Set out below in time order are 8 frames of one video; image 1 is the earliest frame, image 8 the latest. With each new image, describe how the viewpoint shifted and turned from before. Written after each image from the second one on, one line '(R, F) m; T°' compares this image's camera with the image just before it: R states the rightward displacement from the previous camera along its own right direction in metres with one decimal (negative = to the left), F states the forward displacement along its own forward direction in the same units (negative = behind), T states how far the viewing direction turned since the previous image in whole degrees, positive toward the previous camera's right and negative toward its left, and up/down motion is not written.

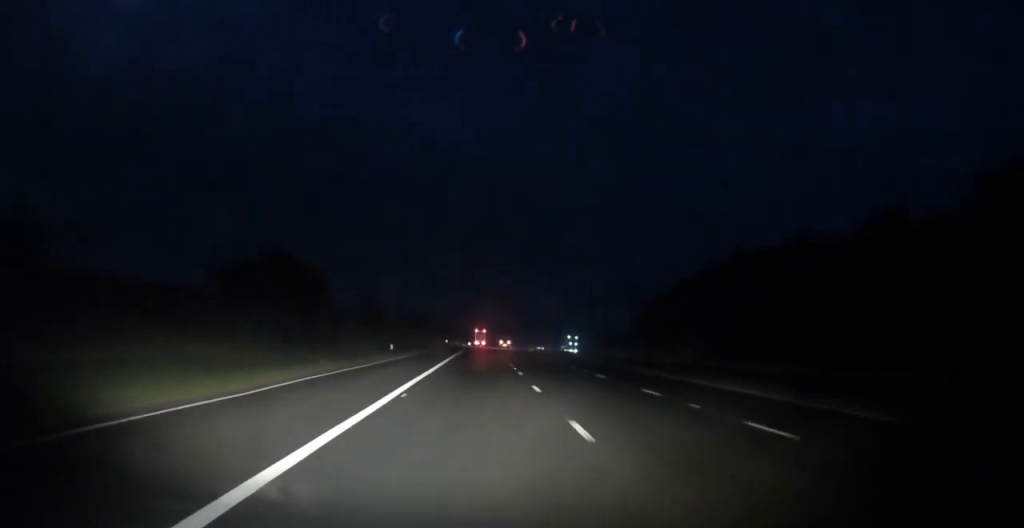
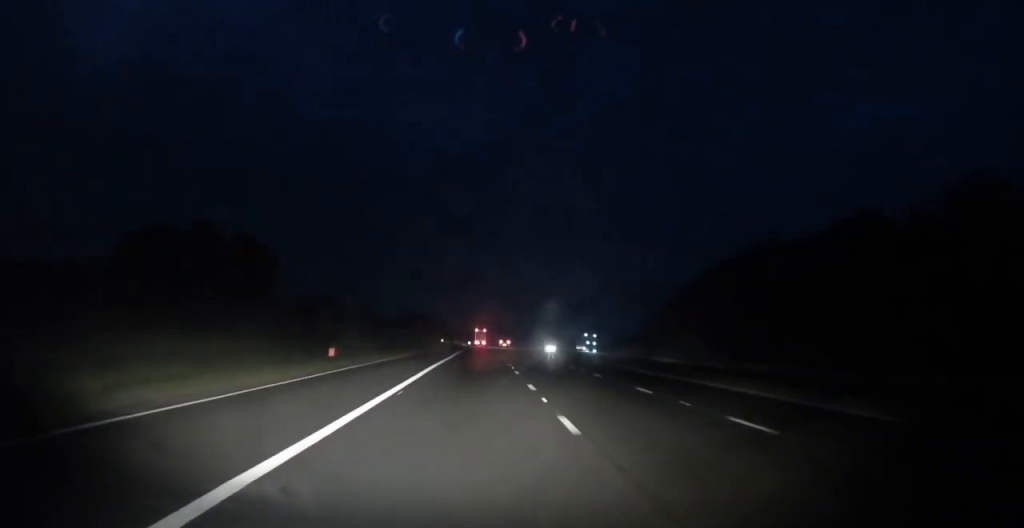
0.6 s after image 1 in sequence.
(+0.1, +16.8) m; 0°
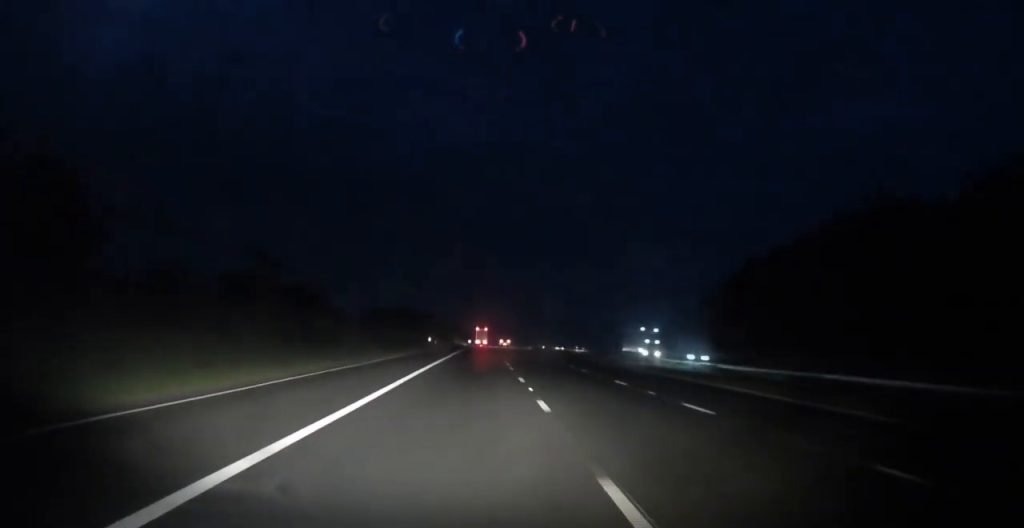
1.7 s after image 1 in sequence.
(+0.1, +31.9) m; 0°
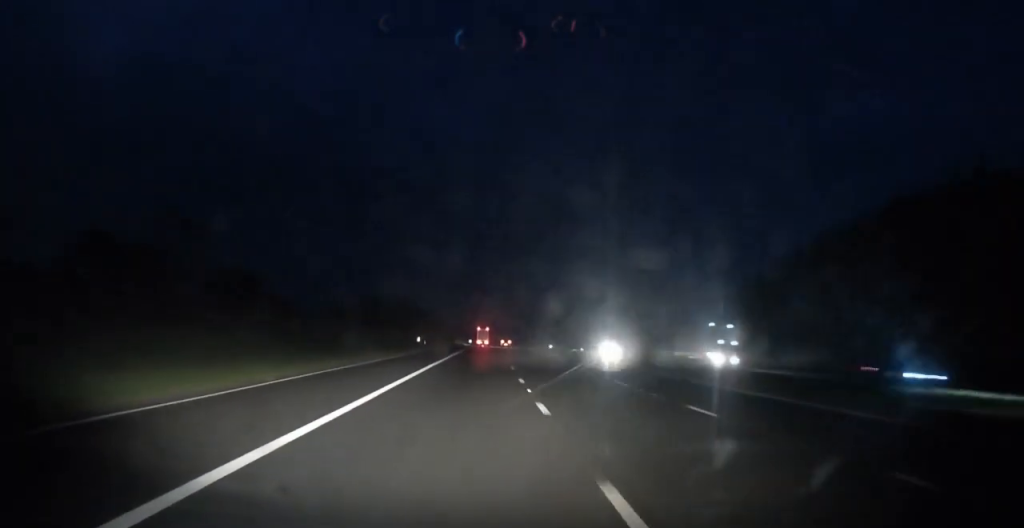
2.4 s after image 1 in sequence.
(0.0, +17.9) m; 0°
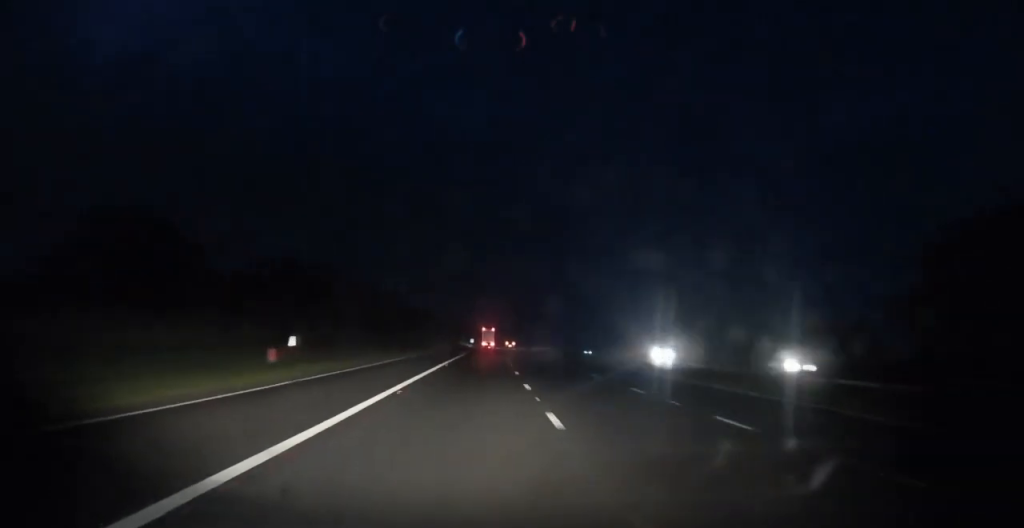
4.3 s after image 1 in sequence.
(-0.3, +54.5) m; -1°
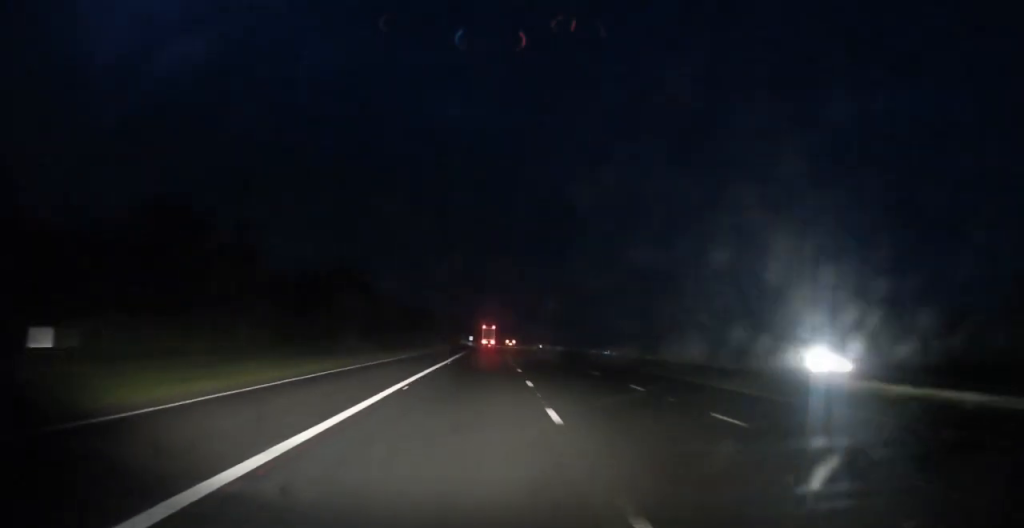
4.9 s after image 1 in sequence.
(0.0, +16.9) m; 0°
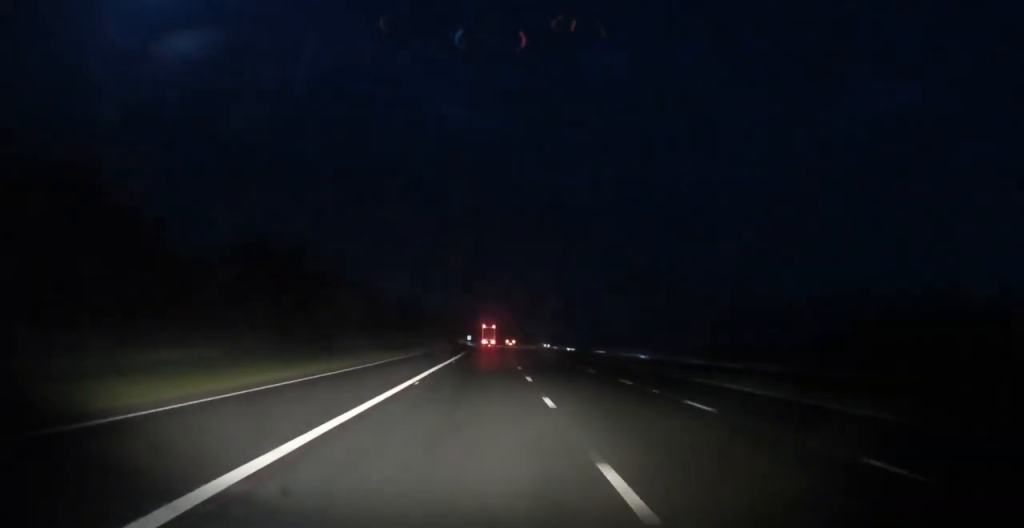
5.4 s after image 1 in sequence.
(-0.1, +15.1) m; 0°
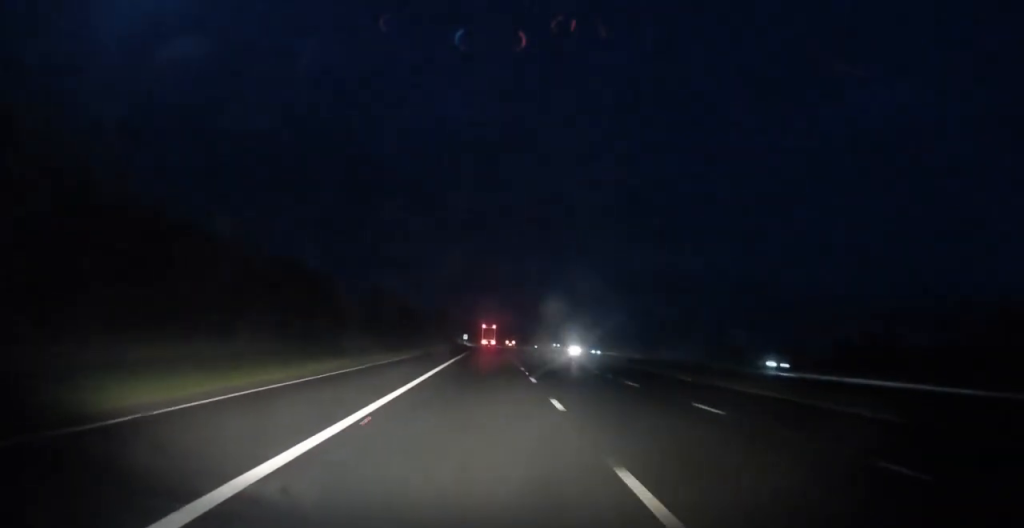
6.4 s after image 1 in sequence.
(0.0, +26.4) m; 0°
